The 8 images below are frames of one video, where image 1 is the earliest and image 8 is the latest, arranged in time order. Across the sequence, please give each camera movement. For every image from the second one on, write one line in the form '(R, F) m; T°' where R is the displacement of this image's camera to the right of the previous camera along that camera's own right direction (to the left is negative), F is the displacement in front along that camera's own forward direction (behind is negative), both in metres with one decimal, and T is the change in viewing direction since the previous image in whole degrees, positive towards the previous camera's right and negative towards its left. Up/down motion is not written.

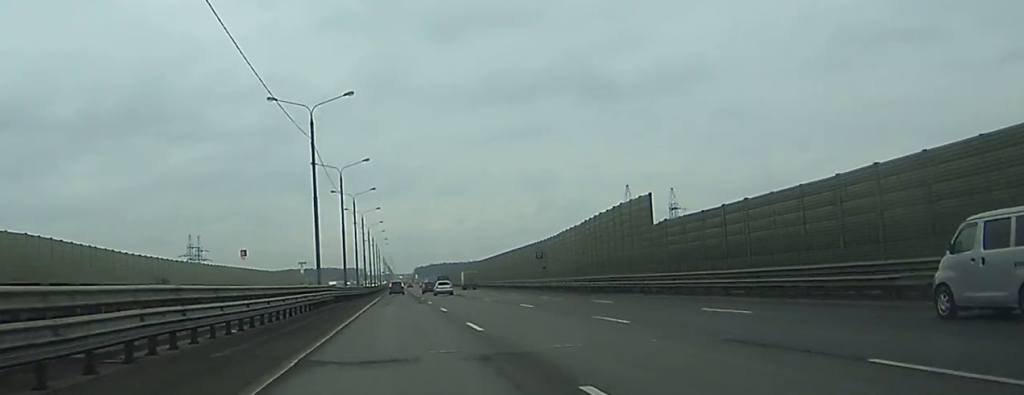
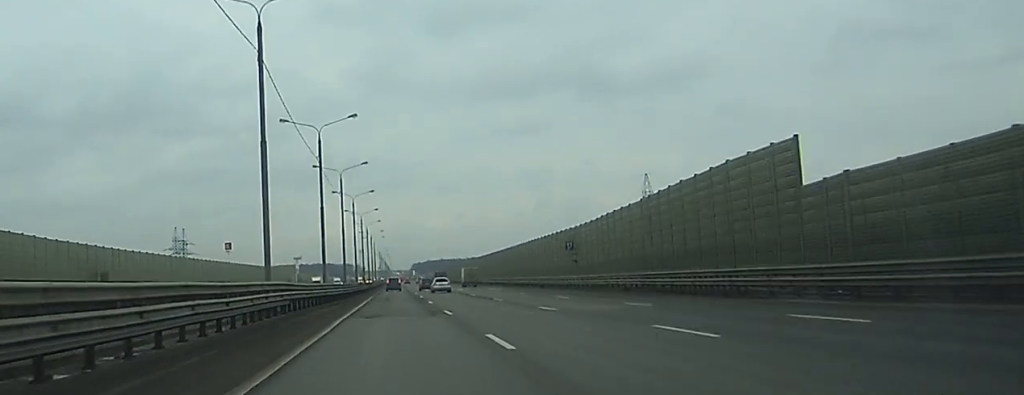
(+0.1, +22.5) m; 0°
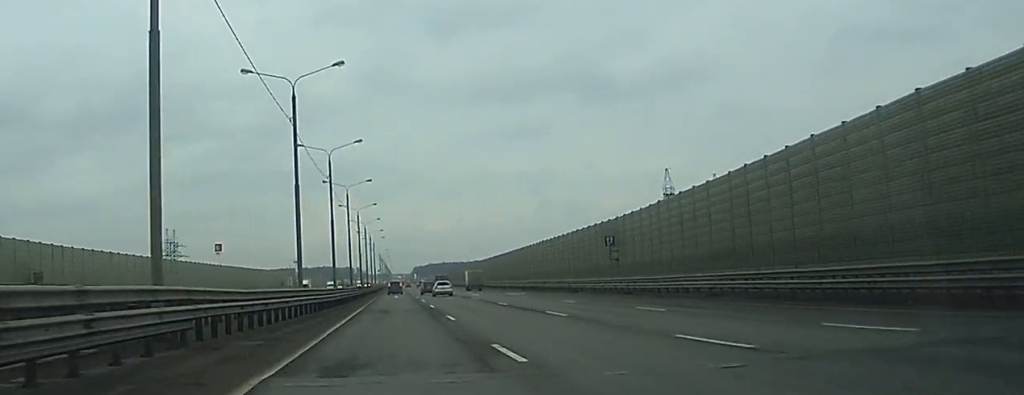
(0.0, +17.4) m; 0°
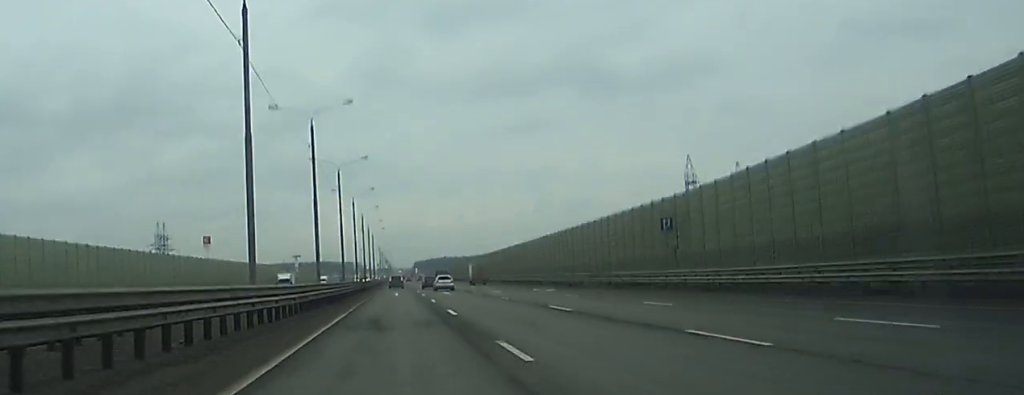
(0.0, +16.5) m; 0°
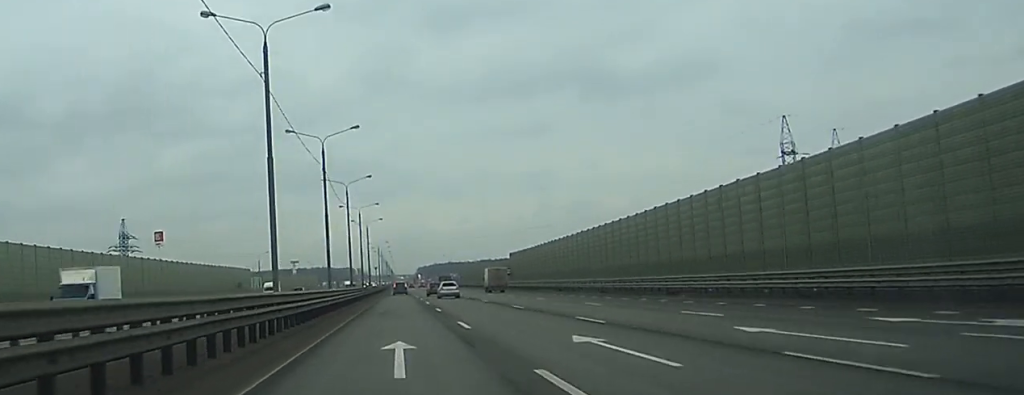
(+0.2, +52.1) m; 0°
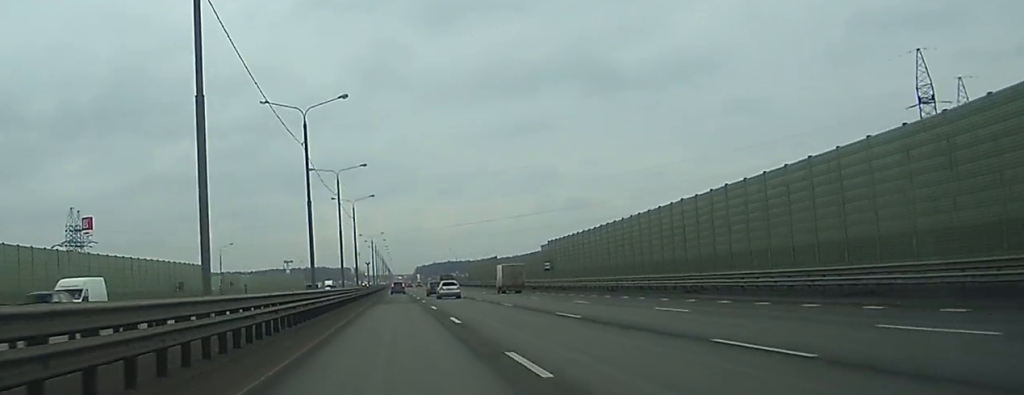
(-0.2, +46.2) m; 0°
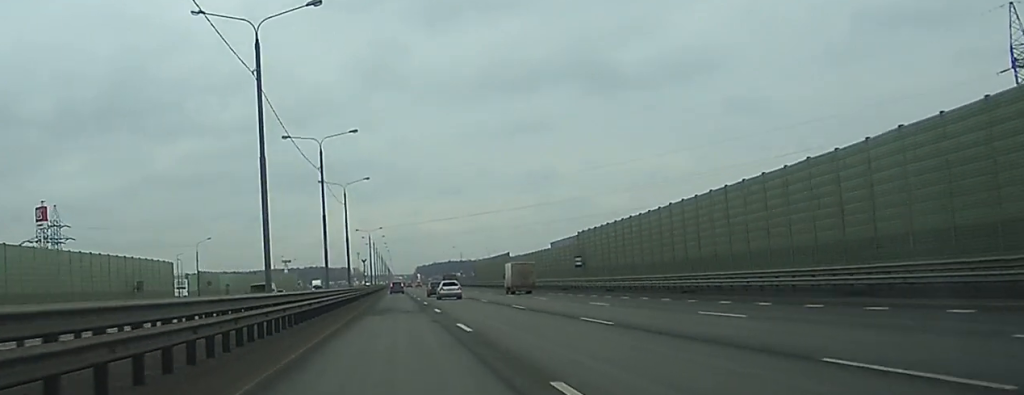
(-0.1, +20.3) m; 0°
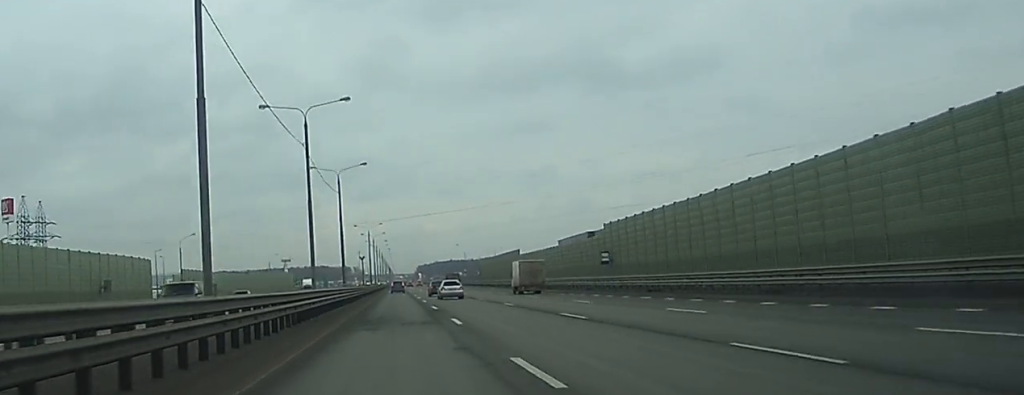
(0.0, +13.3) m; 0°
